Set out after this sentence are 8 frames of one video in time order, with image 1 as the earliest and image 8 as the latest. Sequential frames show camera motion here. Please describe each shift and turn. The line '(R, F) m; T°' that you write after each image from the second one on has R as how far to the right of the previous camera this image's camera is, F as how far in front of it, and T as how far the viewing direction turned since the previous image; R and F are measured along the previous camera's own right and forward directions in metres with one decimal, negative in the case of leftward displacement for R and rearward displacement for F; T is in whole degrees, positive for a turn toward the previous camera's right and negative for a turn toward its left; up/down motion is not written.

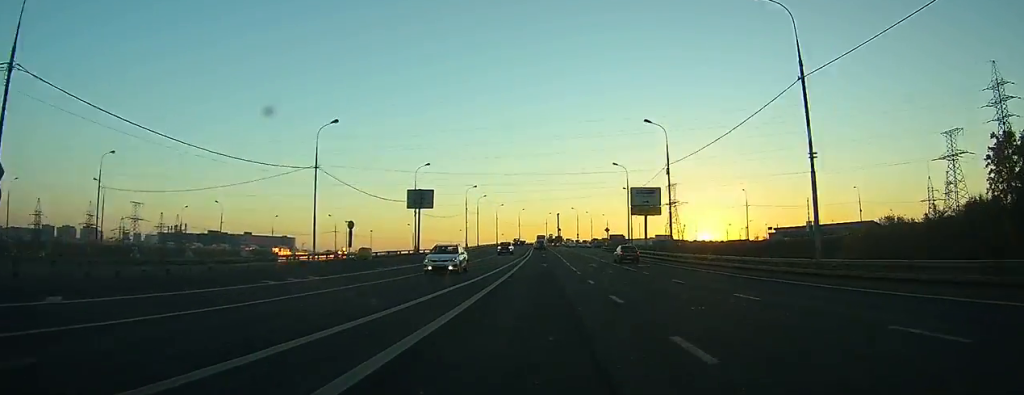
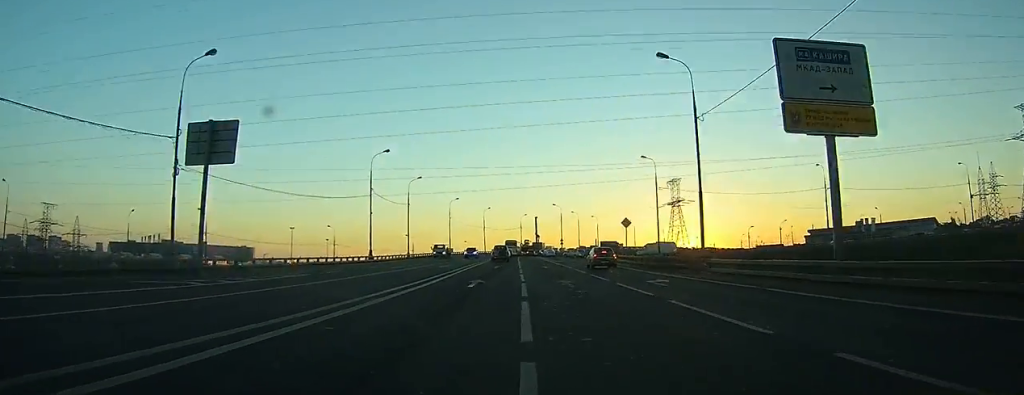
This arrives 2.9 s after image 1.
(+0.7, +49.7) m; +1°
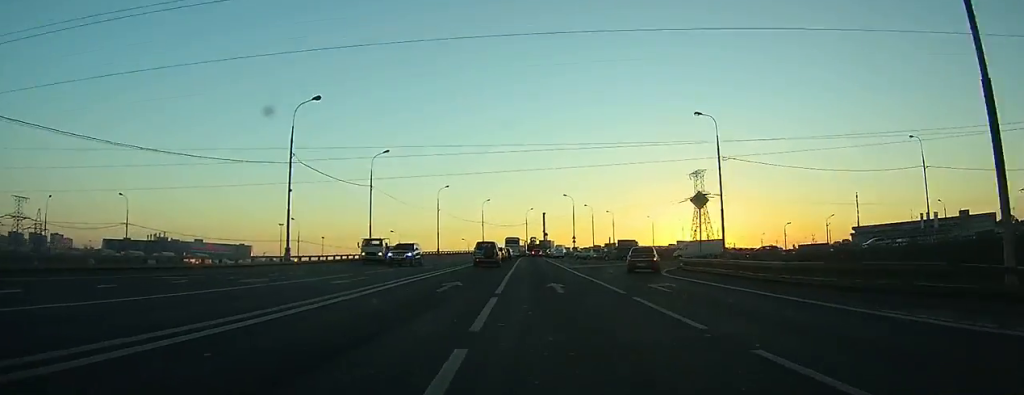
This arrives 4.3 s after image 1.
(0.0, +22.8) m; 0°
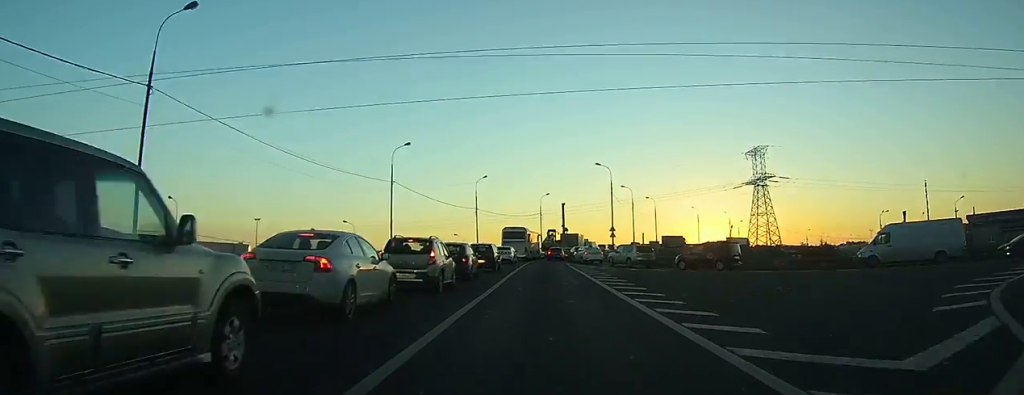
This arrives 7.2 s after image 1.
(-0.2, +43.1) m; -1°
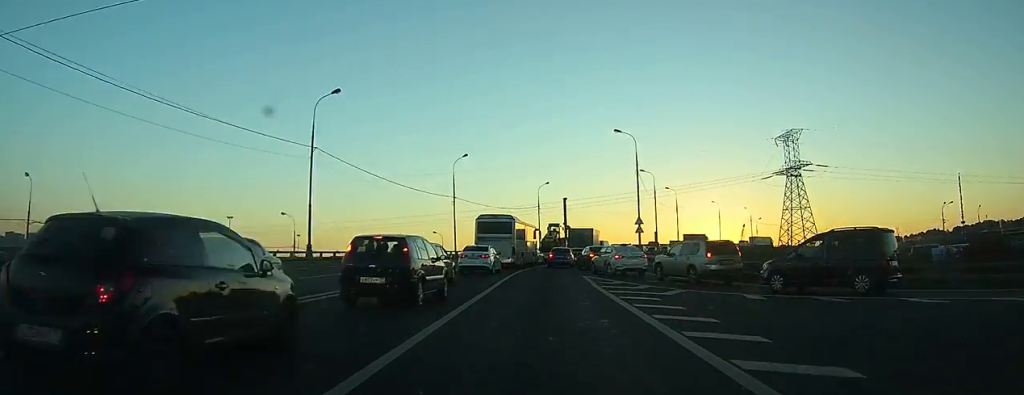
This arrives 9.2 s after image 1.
(-0.3, +23.8) m; -1°
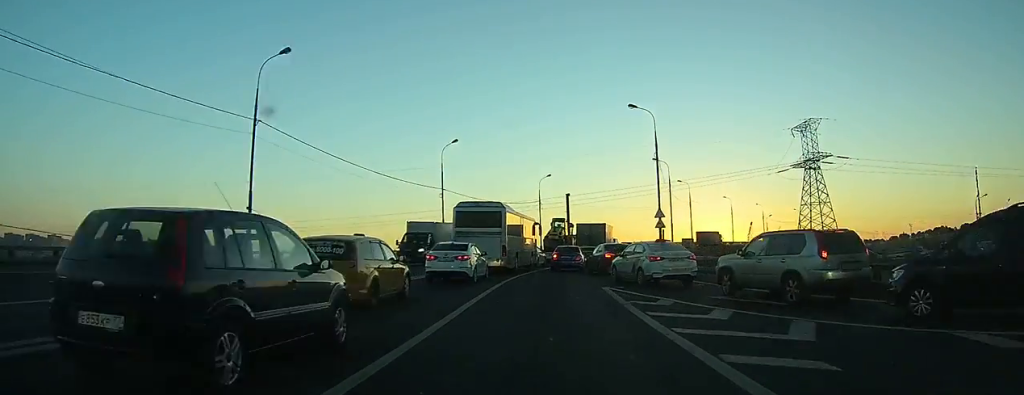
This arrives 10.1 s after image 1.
(-0.1, +9.0) m; 0°
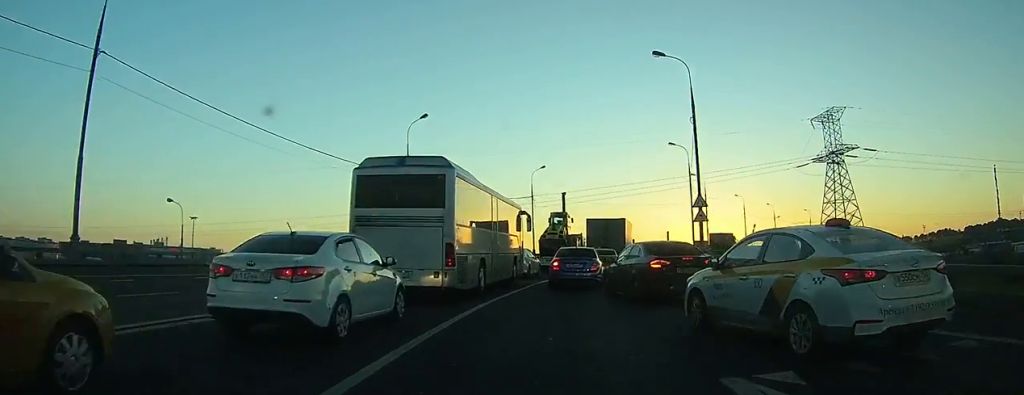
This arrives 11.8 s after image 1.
(0.0, +13.6) m; 0°
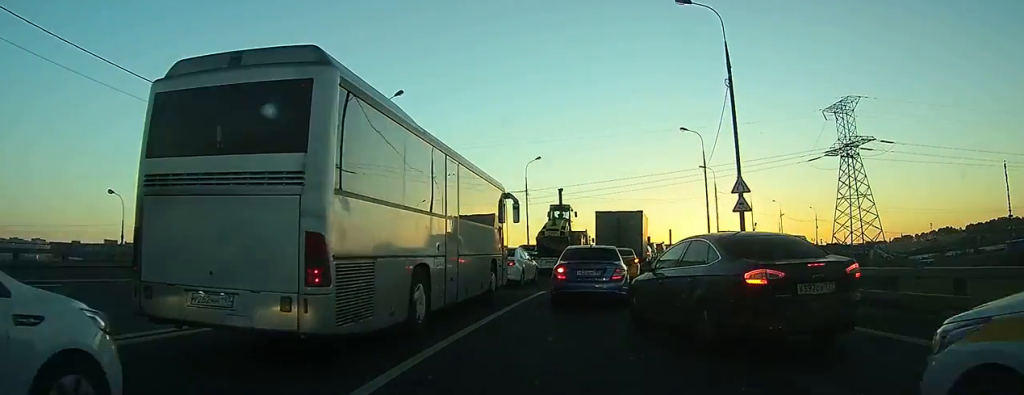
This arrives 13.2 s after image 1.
(+0.1, +8.8) m; -1°
